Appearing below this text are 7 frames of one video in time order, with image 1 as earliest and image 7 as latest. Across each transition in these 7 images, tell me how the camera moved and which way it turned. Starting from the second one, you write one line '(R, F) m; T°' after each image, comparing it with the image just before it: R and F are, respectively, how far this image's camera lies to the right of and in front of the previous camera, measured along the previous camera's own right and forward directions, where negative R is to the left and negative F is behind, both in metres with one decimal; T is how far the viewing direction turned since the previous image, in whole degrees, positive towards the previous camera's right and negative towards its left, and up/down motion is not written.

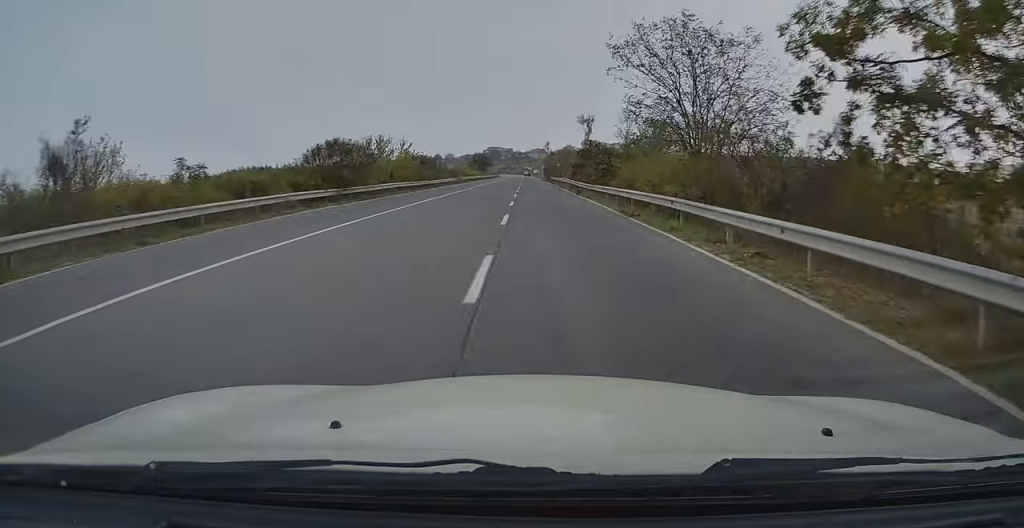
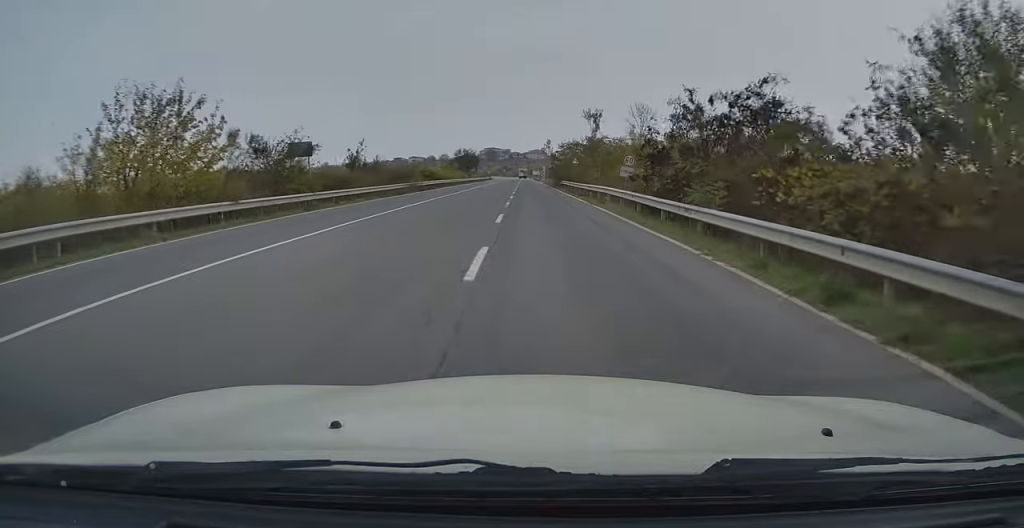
(0.0, +34.3) m; +1°
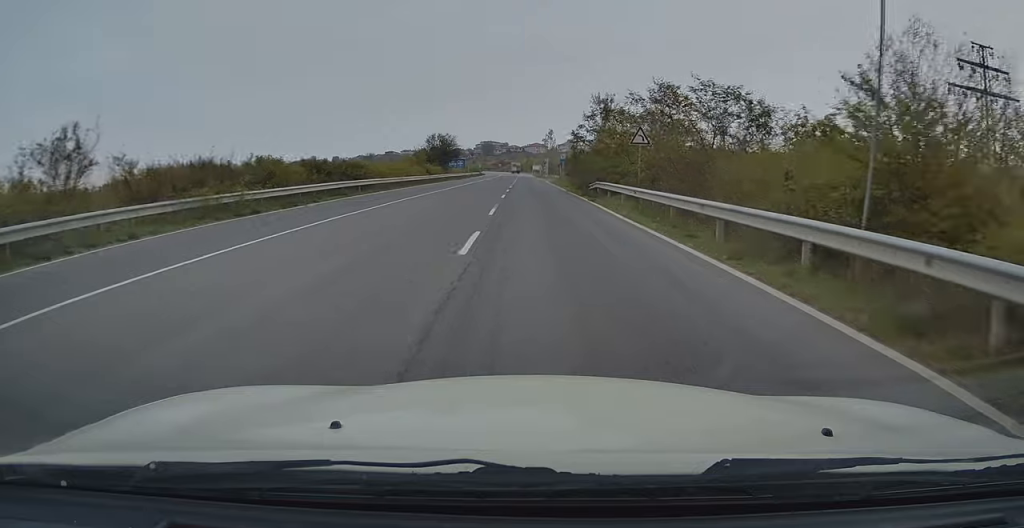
(+0.3, +33.8) m; 0°
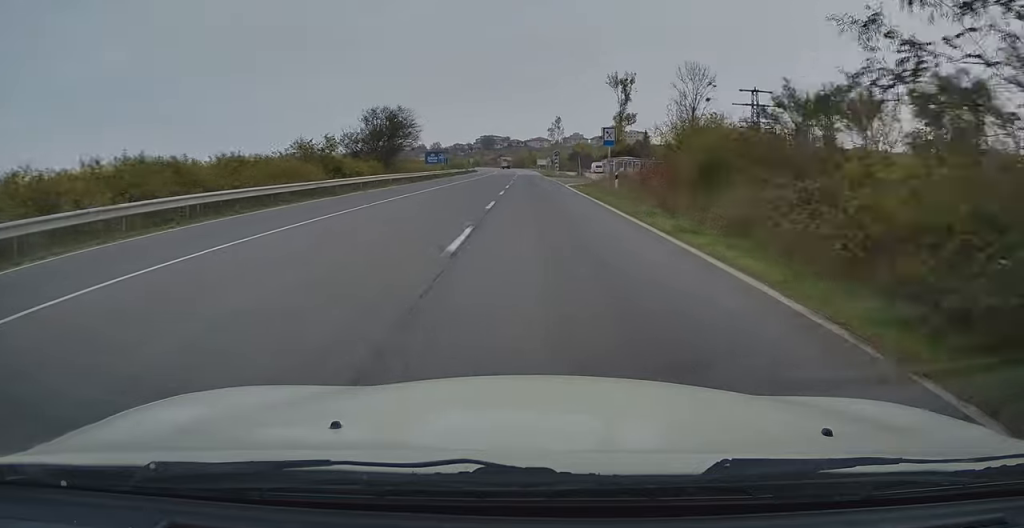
(-0.3, +36.4) m; -1°
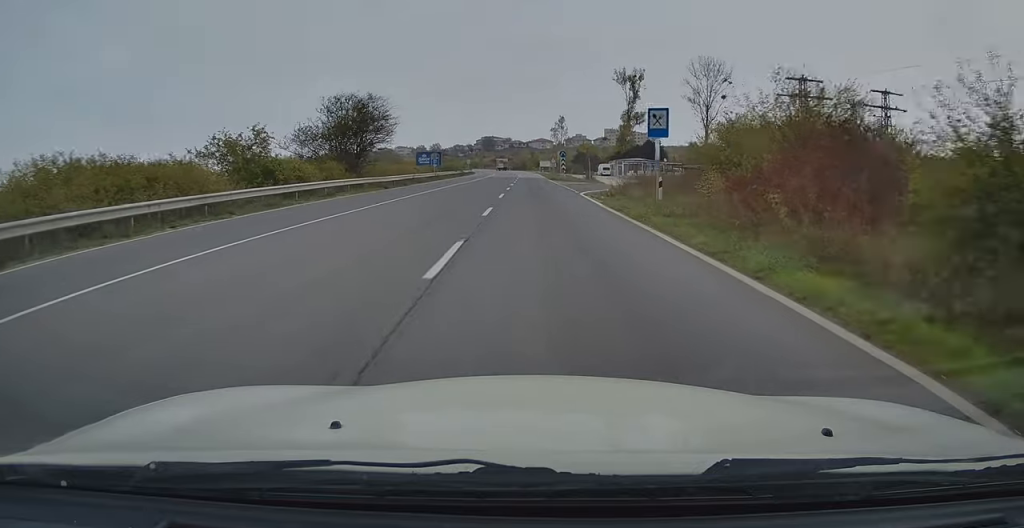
(-0.1, +11.4) m; 0°
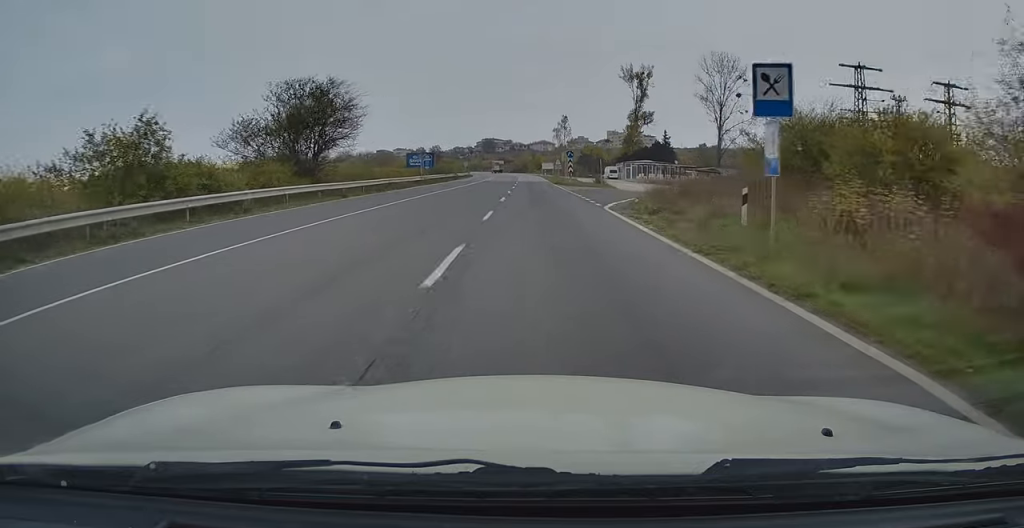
(-0.1, +9.8) m; 0°
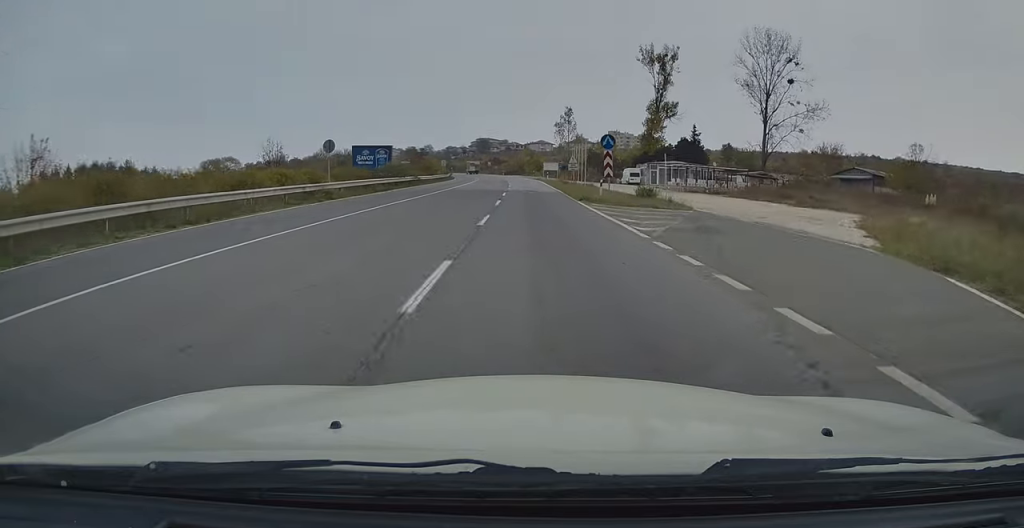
(+0.1, +27.8) m; 0°
